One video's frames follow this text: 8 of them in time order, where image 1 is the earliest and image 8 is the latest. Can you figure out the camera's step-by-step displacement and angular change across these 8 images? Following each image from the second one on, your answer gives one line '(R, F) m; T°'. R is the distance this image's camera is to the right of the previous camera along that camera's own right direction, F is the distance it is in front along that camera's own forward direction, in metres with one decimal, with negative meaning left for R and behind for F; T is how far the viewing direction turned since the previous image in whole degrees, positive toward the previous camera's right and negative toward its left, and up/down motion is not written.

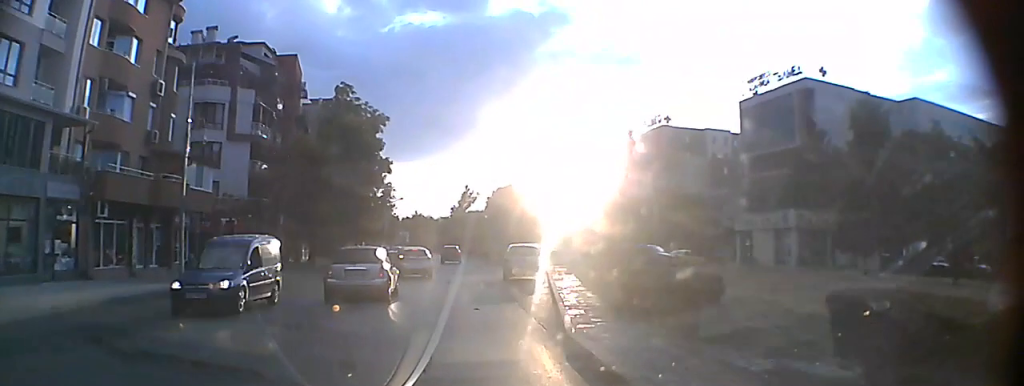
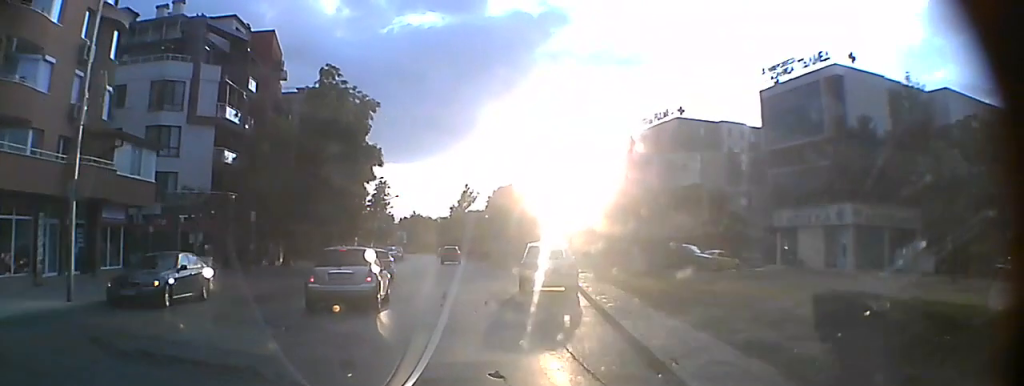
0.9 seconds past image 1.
(0.0, +8.6) m; 0°
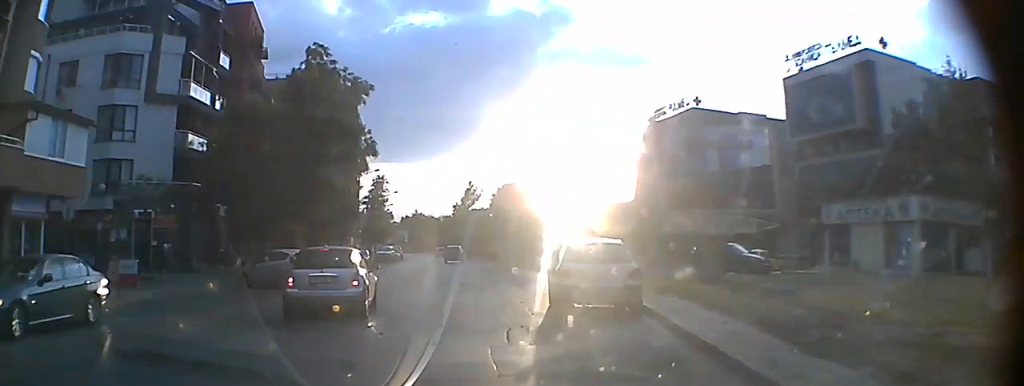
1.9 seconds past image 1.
(0.0, +8.3) m; 0°
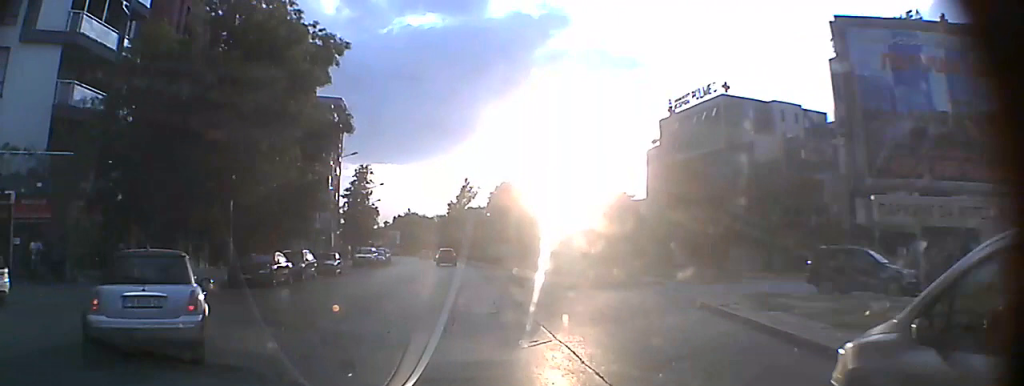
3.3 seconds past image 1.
(-0.1, +12.9) m; 0°
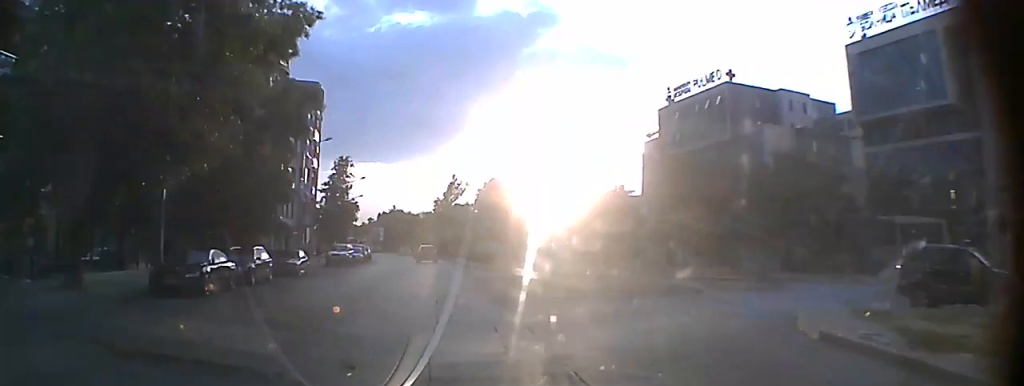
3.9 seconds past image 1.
(0.0, +4.8) m; 0°
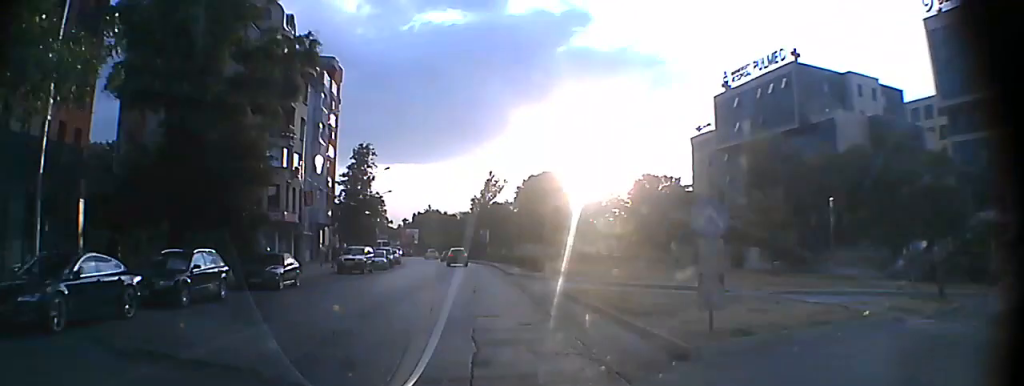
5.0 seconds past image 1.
(0.0, +10.4) m; 0°
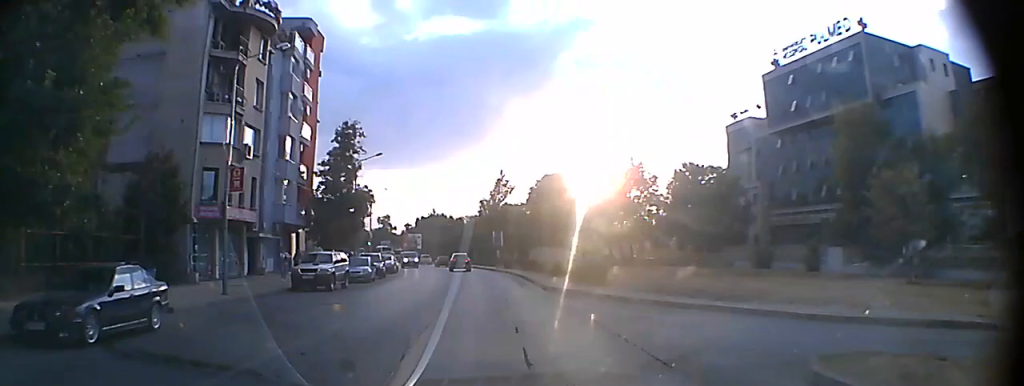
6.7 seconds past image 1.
(-0.1, +16.0) m; 0°
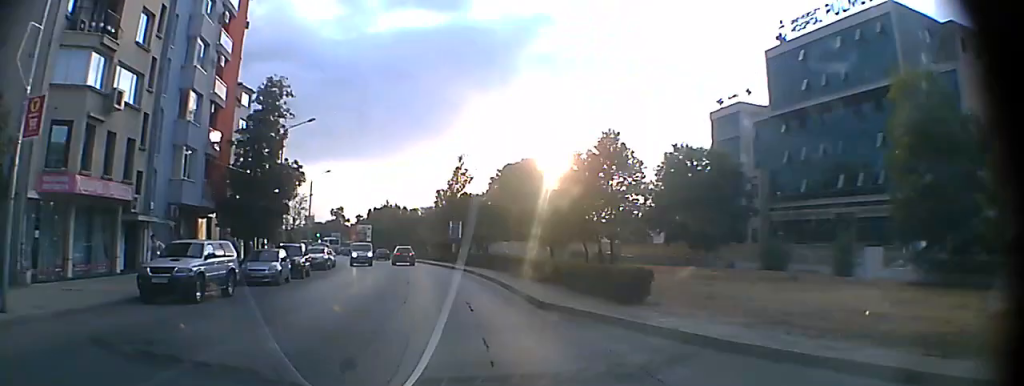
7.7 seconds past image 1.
(+0.1, +10.2) m; +1°
